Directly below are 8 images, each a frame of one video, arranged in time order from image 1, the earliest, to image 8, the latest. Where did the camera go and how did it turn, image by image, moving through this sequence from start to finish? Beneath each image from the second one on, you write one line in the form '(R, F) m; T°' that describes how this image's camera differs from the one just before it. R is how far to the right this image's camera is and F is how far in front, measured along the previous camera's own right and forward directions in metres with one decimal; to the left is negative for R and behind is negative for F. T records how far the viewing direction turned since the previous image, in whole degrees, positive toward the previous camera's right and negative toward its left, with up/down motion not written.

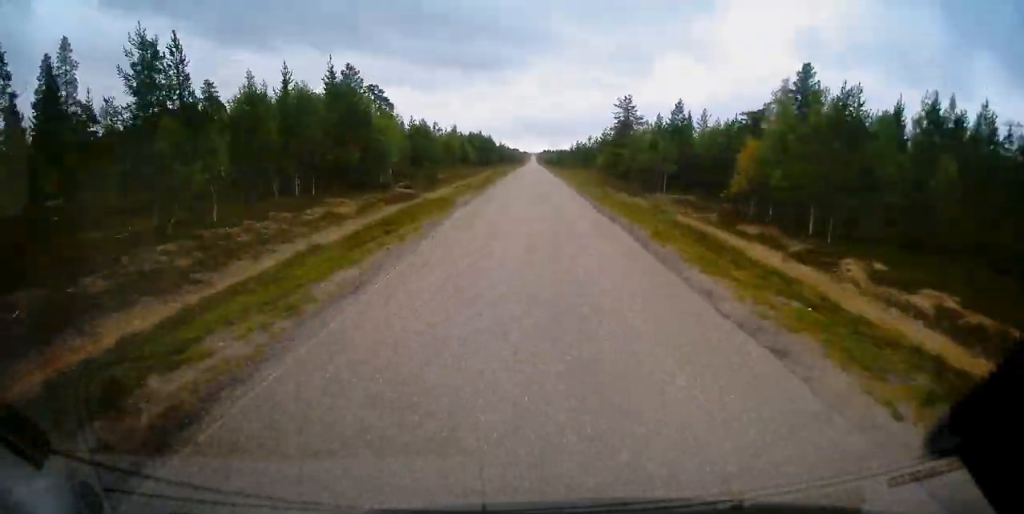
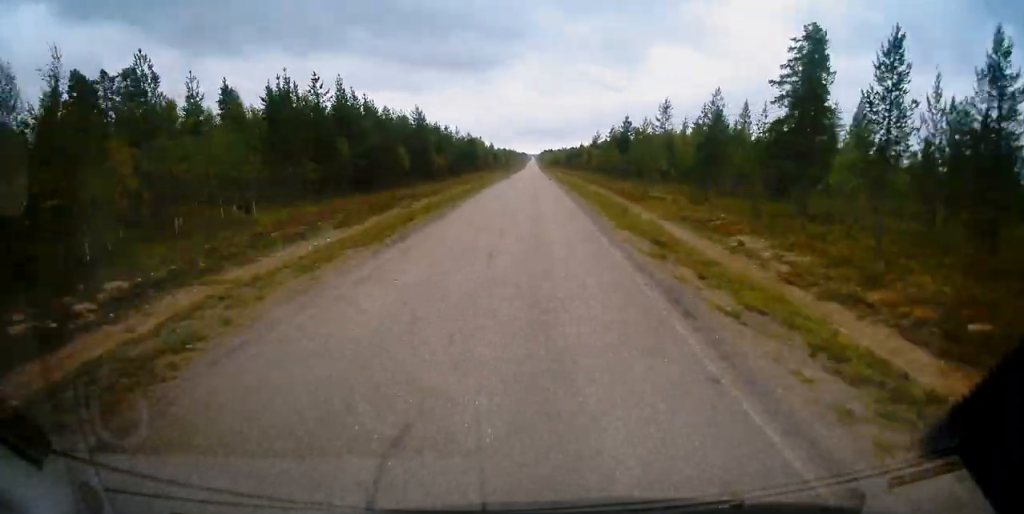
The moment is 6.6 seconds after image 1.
(-0.2, +102.7) m; 0°
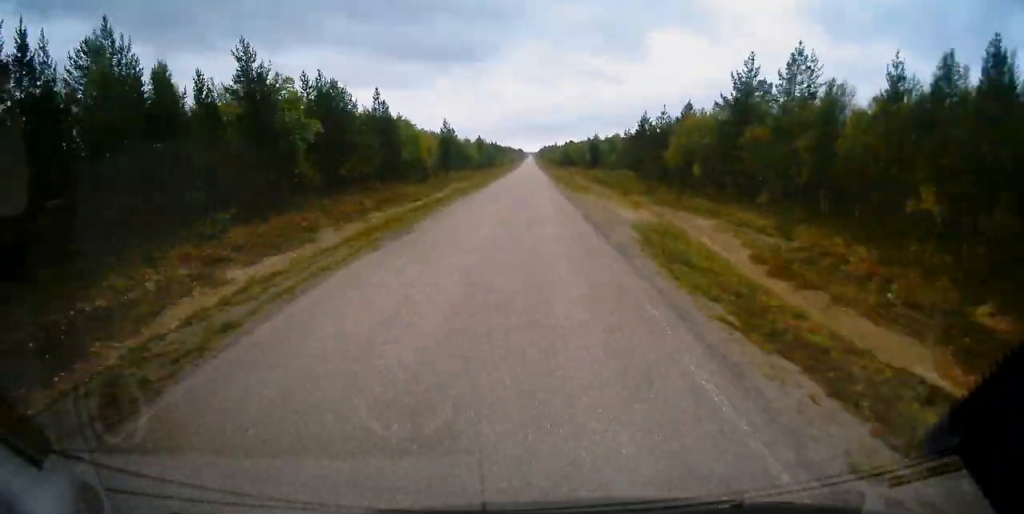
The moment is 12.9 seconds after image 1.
(+0.5, +98.1) m; 0°
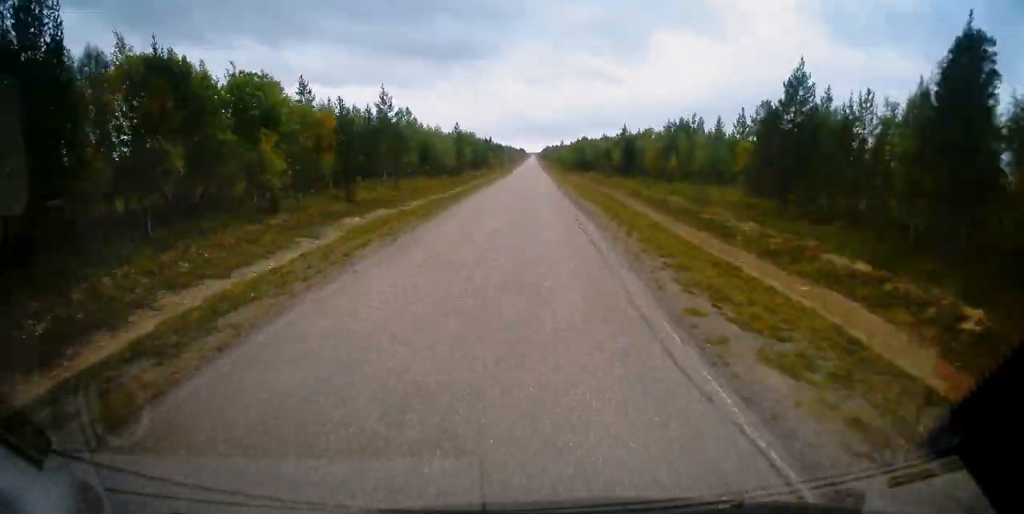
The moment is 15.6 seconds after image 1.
(-0.1, +41.9) m; 0°
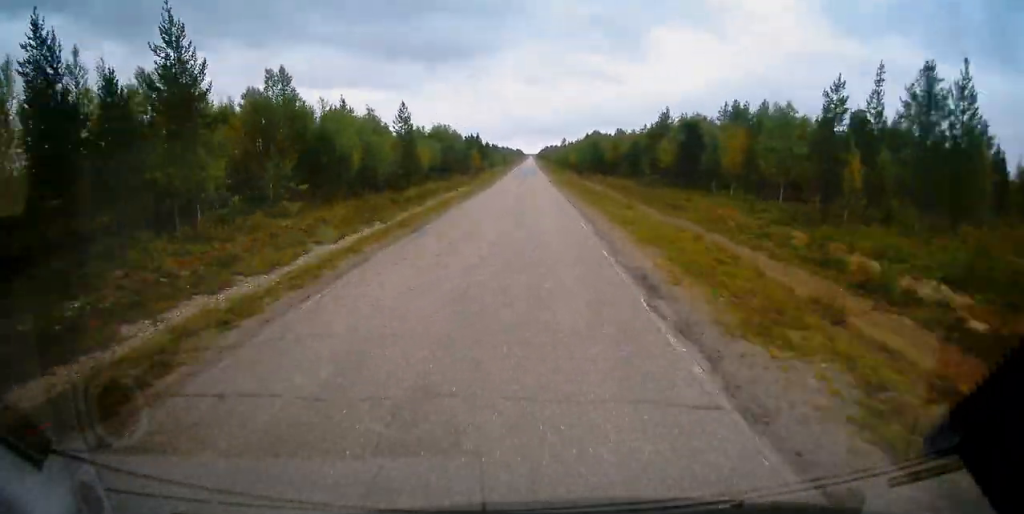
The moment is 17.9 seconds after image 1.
(-0.1, +35.1) m; 0°
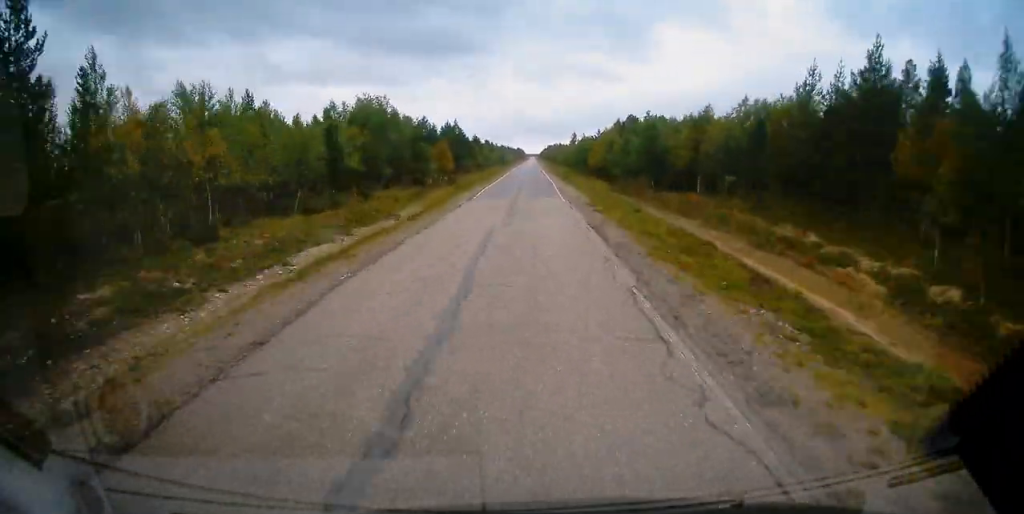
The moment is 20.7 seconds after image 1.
(0.0, +44.5) m; 0°
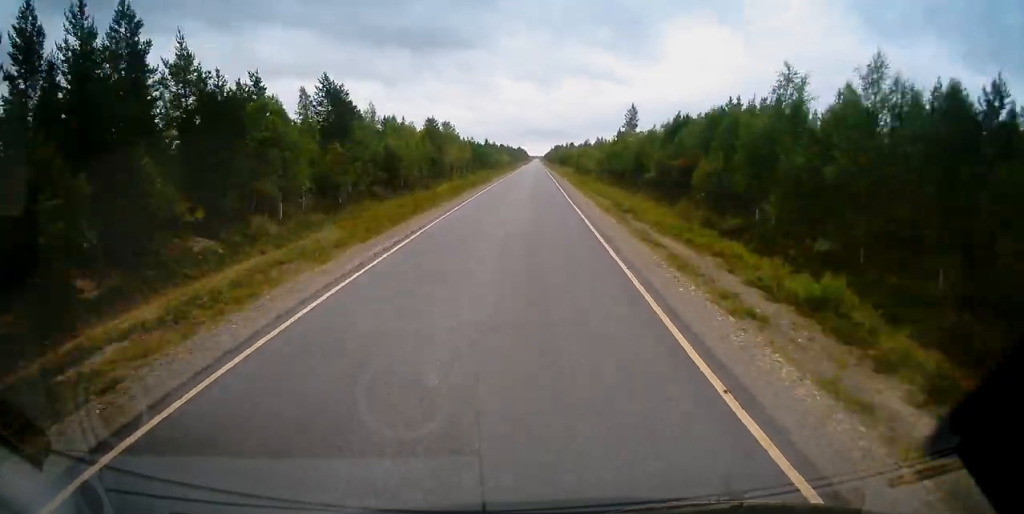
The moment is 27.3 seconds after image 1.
(+0.3, +102.9) m; 0°
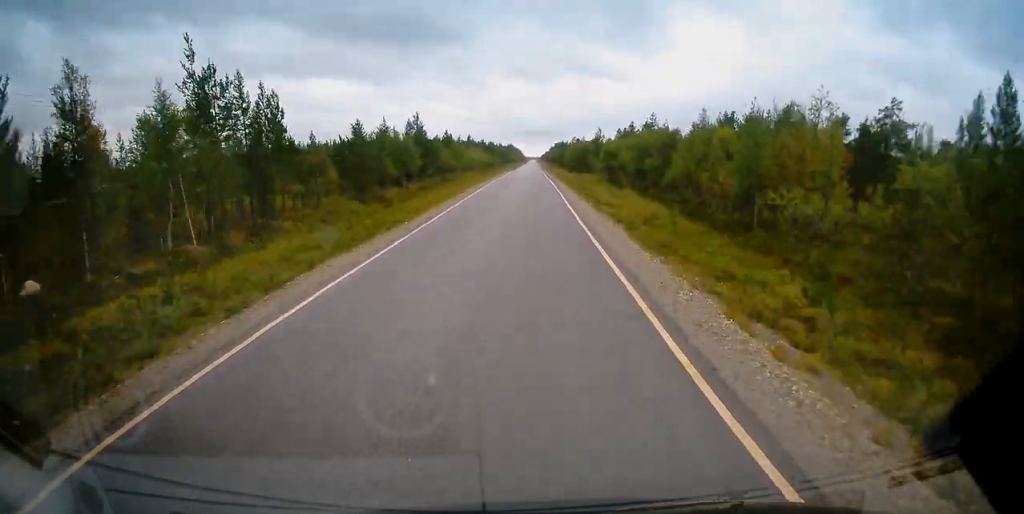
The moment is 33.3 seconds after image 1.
(-0.1, +93.7) m; 0°
